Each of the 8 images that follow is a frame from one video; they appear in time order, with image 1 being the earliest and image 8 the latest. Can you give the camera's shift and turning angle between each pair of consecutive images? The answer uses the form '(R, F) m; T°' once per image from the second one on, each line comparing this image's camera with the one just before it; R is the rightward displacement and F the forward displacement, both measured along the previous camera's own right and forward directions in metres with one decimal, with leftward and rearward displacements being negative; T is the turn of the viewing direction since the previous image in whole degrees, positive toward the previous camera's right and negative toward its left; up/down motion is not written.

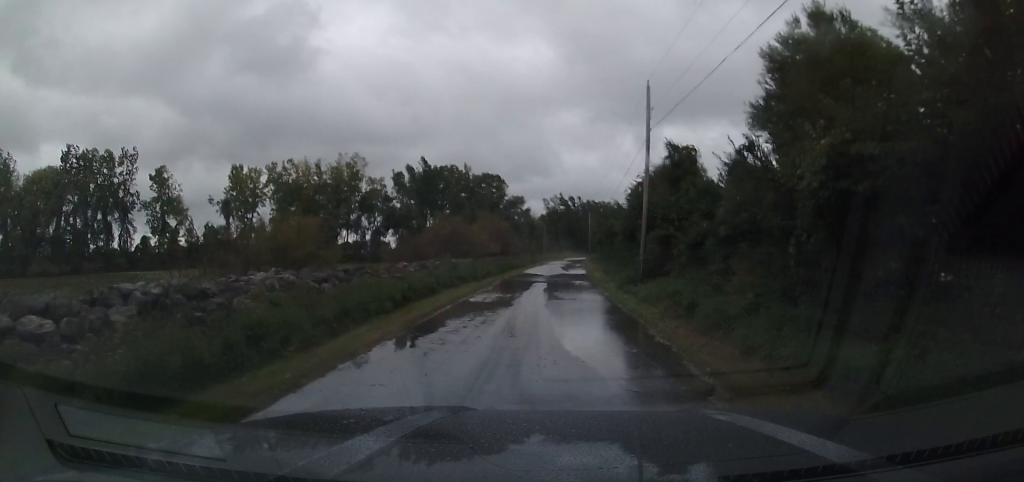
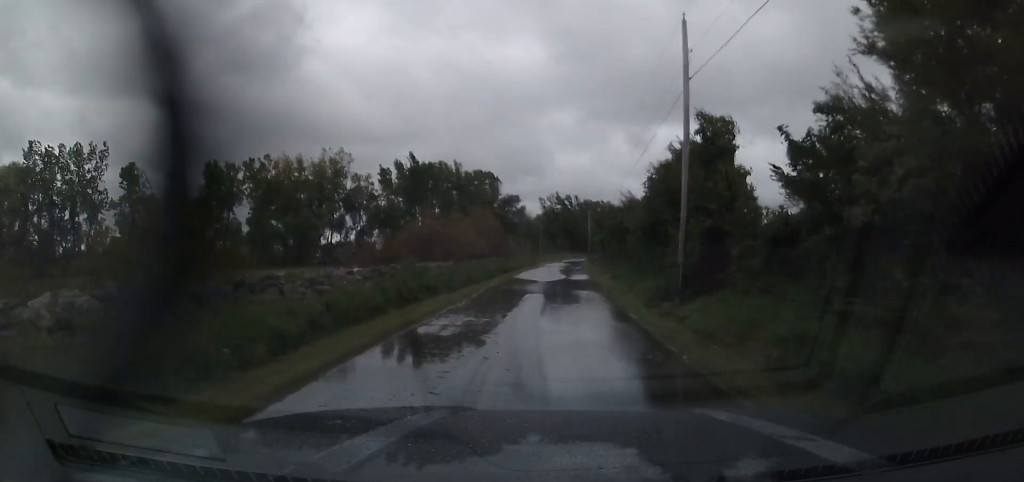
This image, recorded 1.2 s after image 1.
(0.0, +8.0) m; 0°
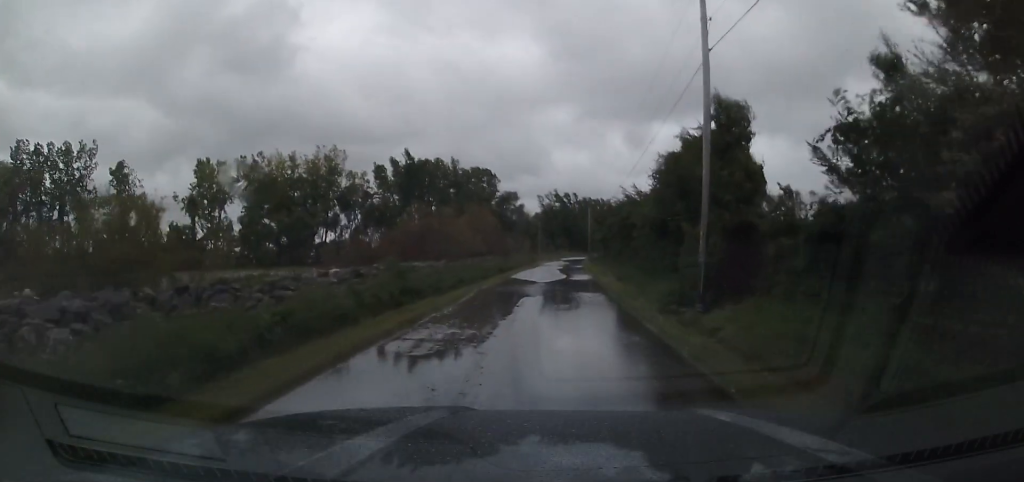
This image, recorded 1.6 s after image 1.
(0.0, +2.6) m; 0°
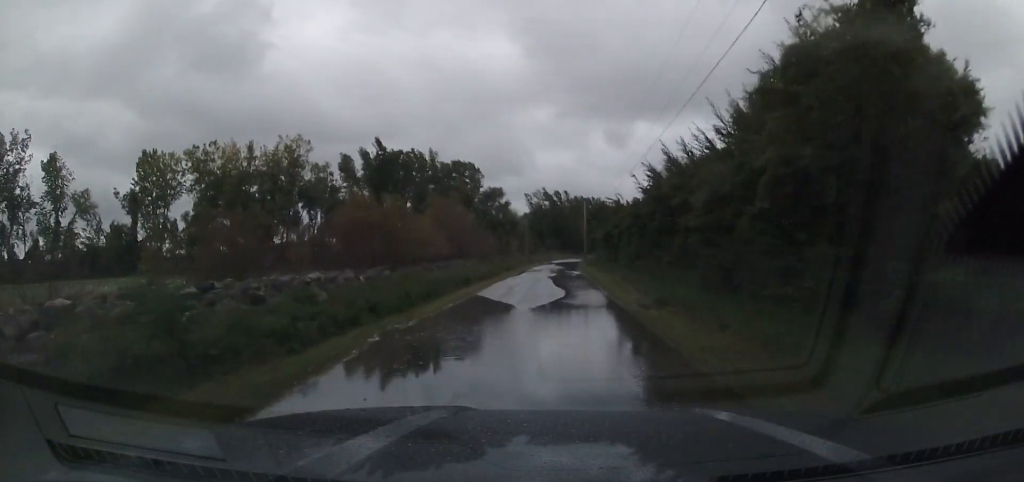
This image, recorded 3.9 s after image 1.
(0.0, +14.0) m; +2°
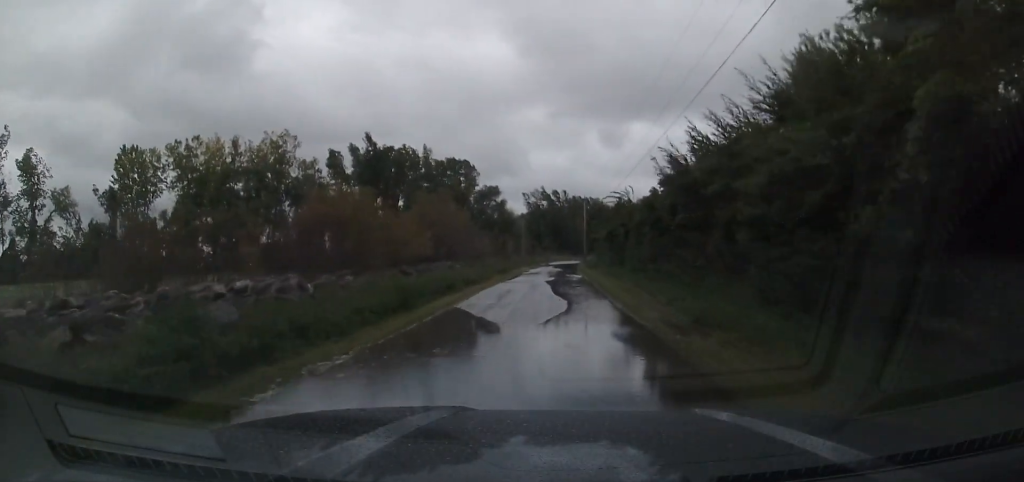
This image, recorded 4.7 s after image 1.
(+0.1, +4.8) m; +3°
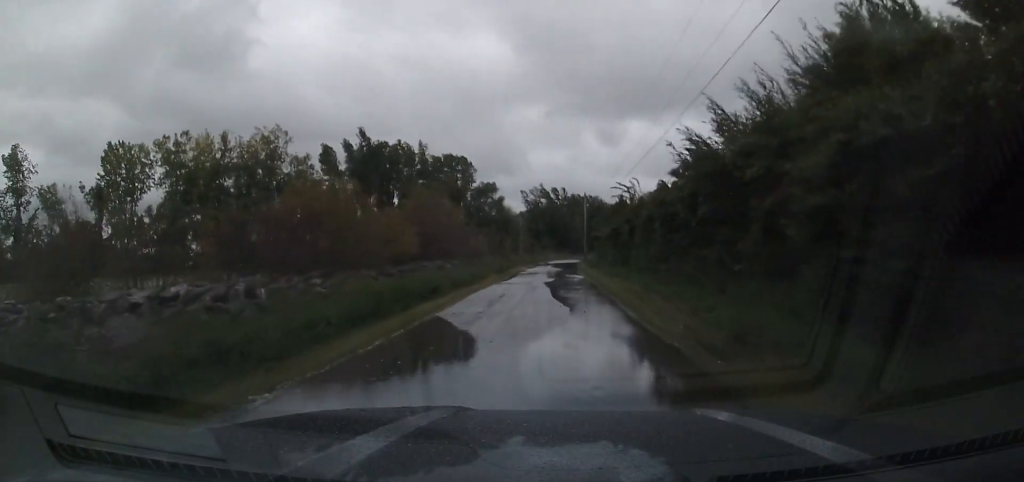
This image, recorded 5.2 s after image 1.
(+0.1, +3.0) m; +2°
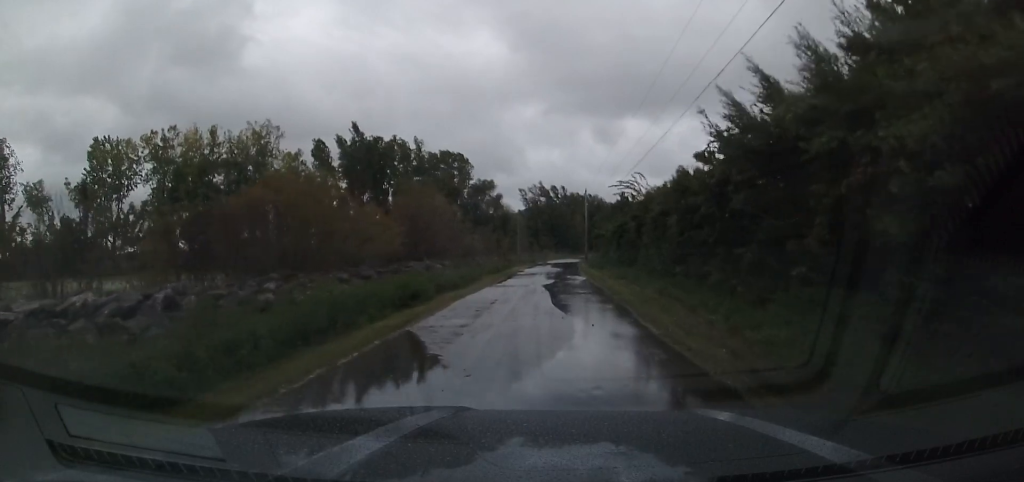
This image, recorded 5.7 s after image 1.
(0.0, +3.1) m; +1°
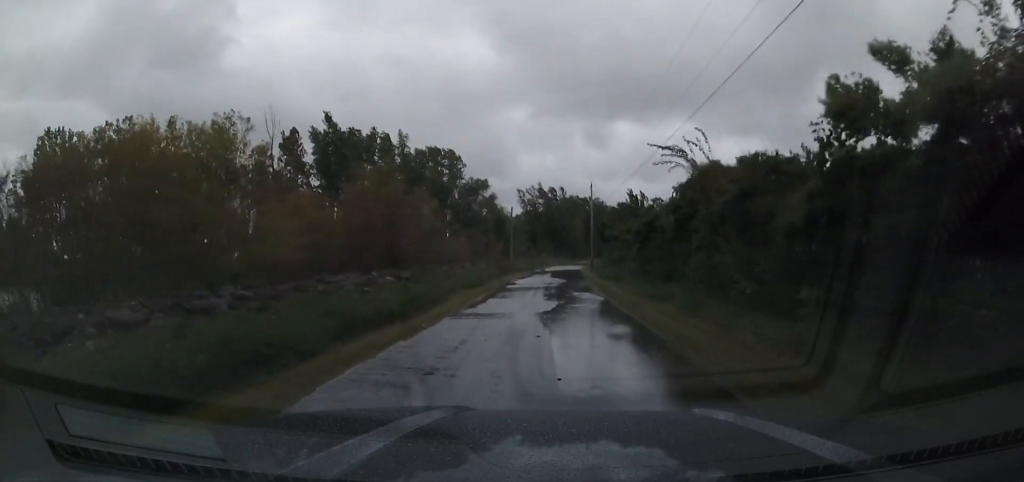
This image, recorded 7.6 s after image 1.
(0.0, +10.6) m; -1°
